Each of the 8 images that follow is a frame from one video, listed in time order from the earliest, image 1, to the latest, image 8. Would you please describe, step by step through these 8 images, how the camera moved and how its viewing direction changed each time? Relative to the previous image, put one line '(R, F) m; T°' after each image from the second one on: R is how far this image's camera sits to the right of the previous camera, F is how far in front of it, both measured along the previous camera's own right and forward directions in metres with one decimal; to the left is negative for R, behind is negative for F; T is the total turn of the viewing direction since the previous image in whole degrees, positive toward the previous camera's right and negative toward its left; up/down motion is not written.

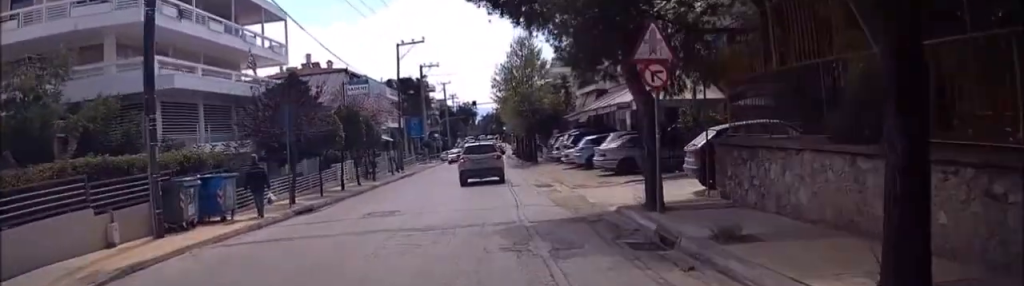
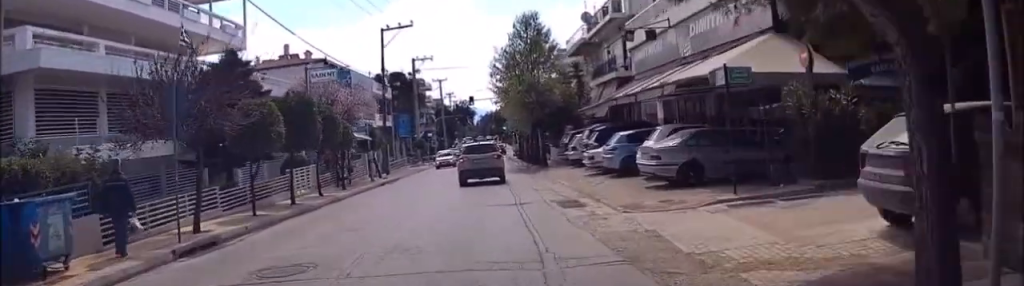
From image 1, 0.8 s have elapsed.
(+0.3, +7.6) m; +2°
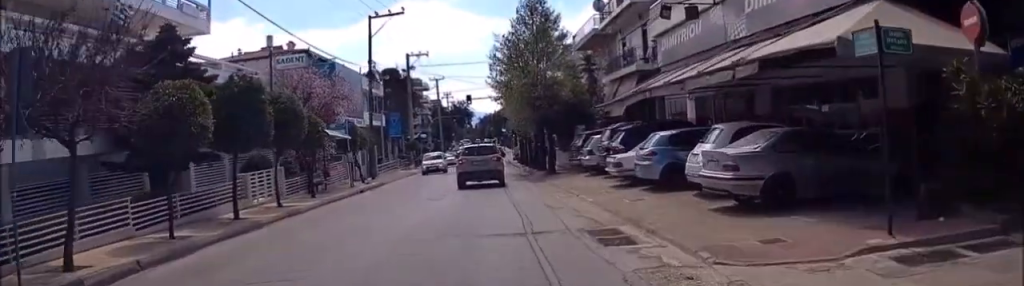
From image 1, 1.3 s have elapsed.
(+0.1, +5.3) m; +1°
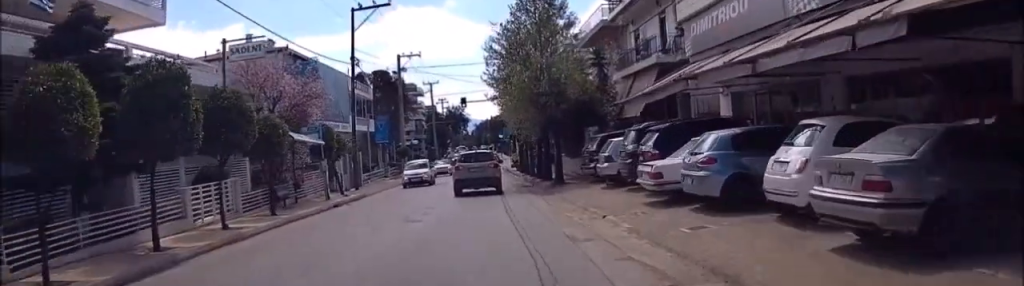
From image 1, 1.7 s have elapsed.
(0.0, +4.4) m; 0°
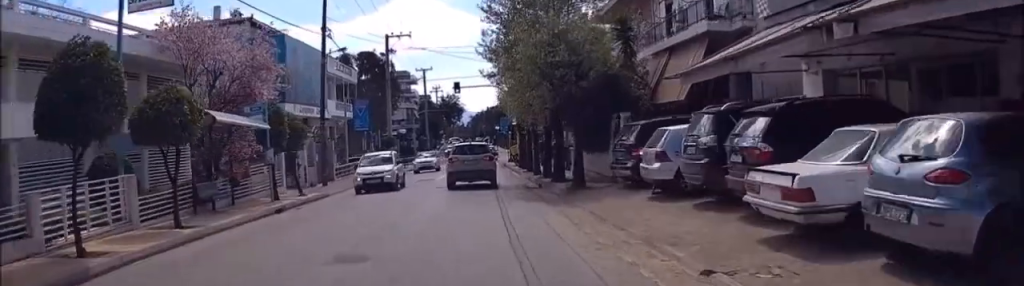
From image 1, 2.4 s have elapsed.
(0.0, +6.7) m; -1°
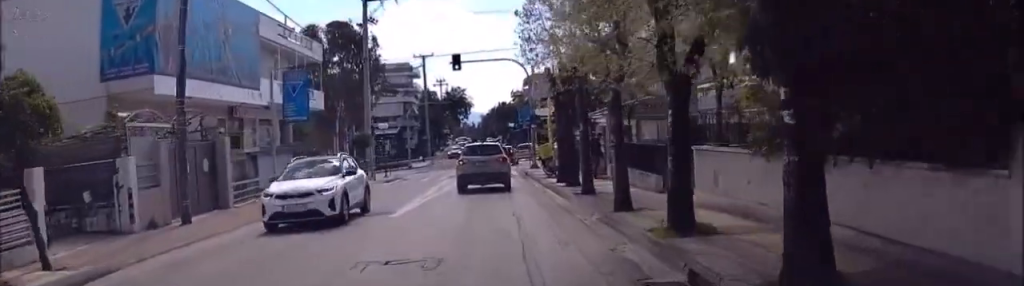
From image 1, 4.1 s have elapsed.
(-0.4, +17.0) m; -3°
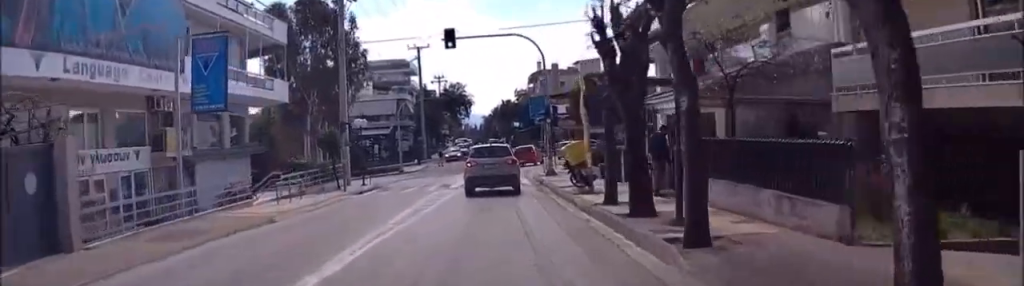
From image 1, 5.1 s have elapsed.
(-0.1, +8.9) m; 0°
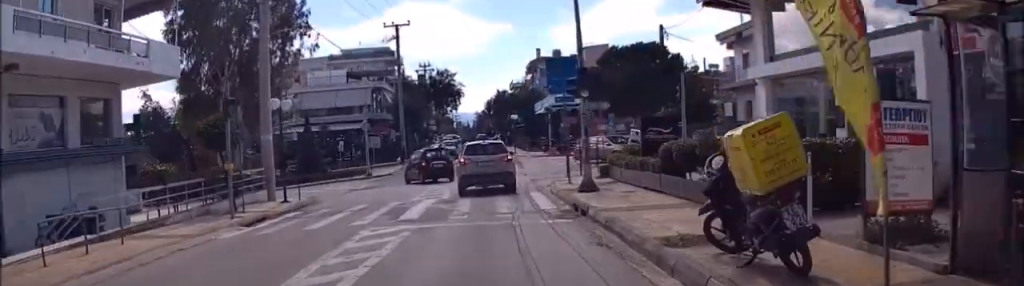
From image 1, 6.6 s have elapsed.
(+0.3, +12.9) m; +2°
